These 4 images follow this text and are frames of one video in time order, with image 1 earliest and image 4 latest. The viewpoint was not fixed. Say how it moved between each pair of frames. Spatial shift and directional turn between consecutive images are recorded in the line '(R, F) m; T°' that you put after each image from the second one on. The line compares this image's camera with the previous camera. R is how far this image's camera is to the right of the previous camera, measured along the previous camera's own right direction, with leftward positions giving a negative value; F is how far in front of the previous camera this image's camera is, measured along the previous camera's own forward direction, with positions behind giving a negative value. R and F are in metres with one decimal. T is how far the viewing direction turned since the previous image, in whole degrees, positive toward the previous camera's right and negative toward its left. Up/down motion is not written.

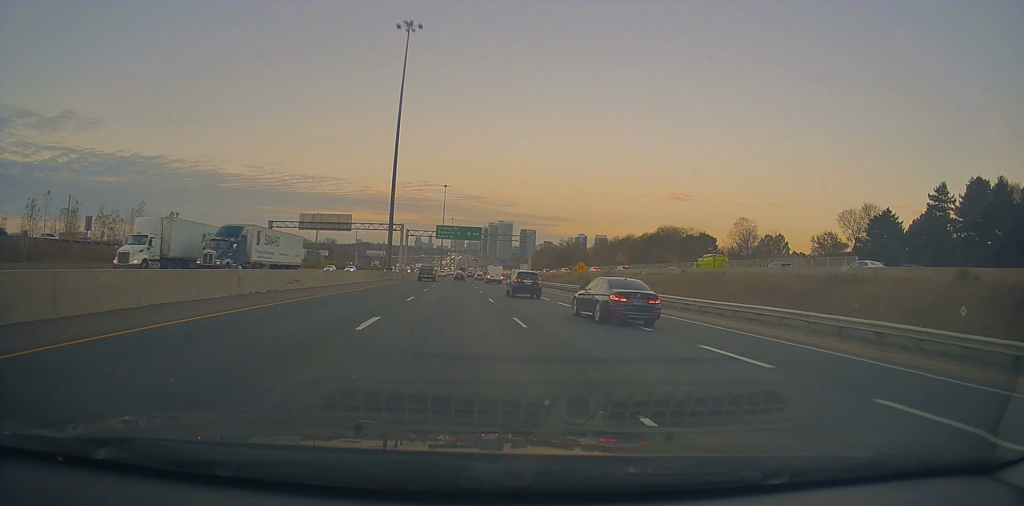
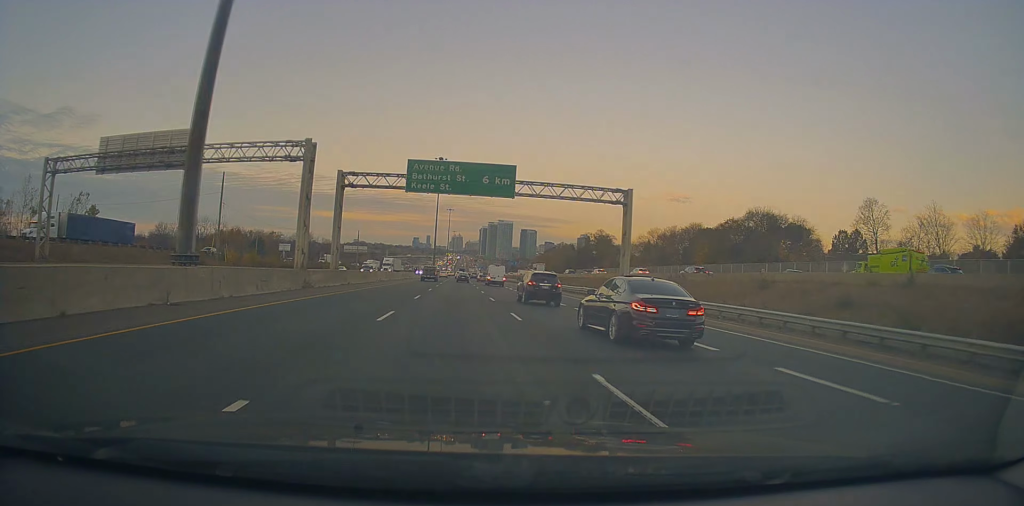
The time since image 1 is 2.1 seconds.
(-1.1, +57.8) m; -1°
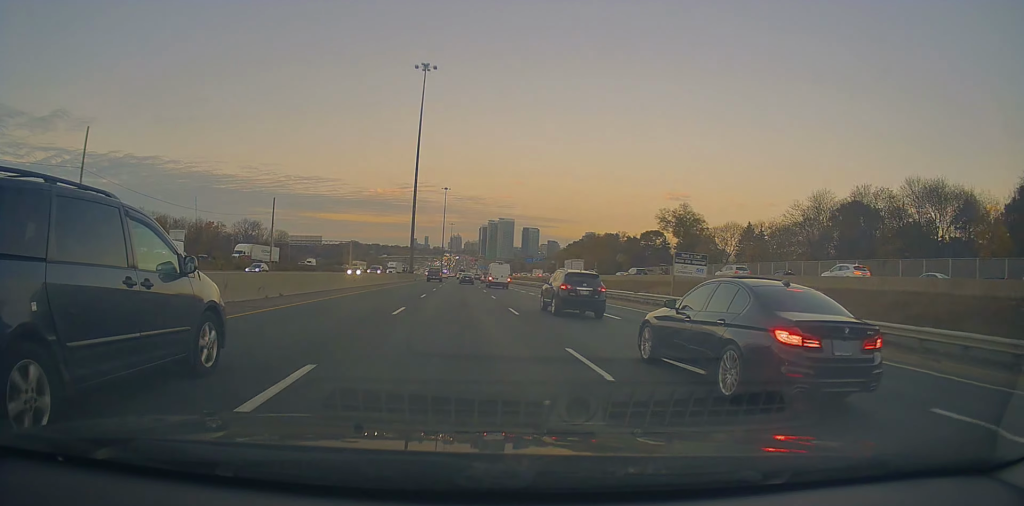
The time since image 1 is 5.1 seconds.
(+0.9, +80.5) m; +1°
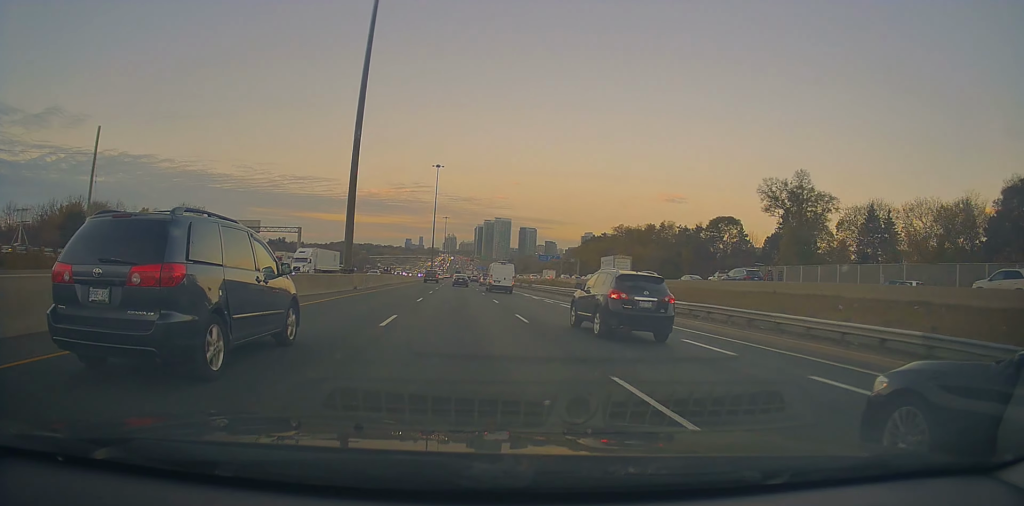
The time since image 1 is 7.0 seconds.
(0.0, +50.3) m; 0°
